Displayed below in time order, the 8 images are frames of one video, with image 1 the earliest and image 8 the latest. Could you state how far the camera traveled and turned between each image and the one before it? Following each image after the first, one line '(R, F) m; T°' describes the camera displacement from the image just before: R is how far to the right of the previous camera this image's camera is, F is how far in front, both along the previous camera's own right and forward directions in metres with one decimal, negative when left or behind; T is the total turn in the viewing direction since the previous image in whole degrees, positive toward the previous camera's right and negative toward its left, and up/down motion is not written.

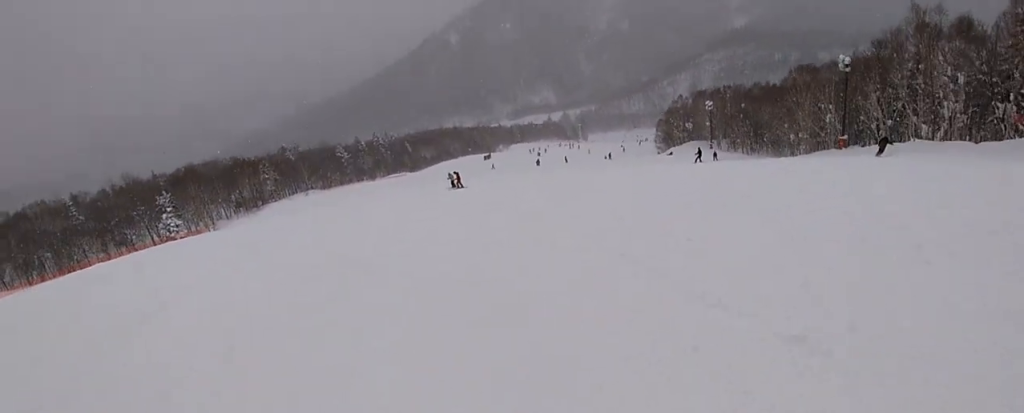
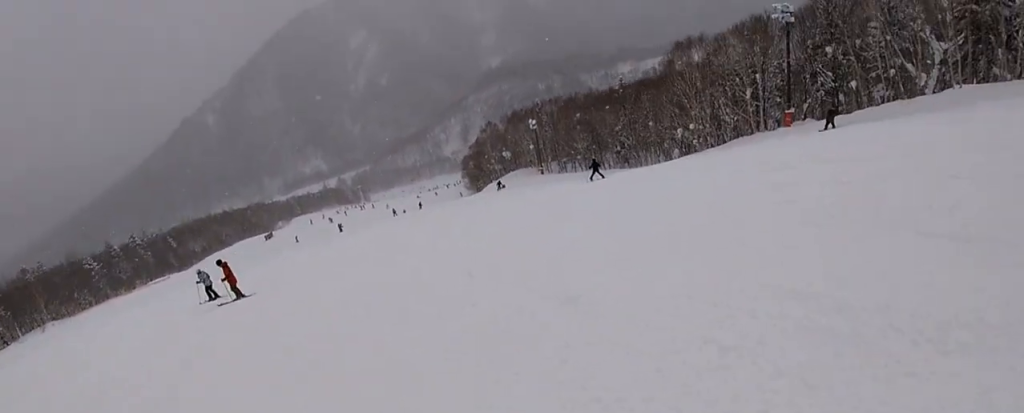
(+4.5, +24.9) m; +15°
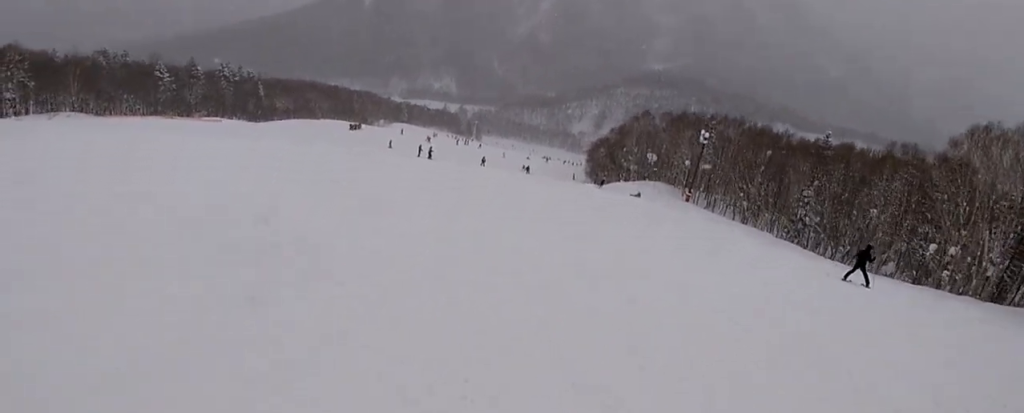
(-1.9, +20.4) m; -17°
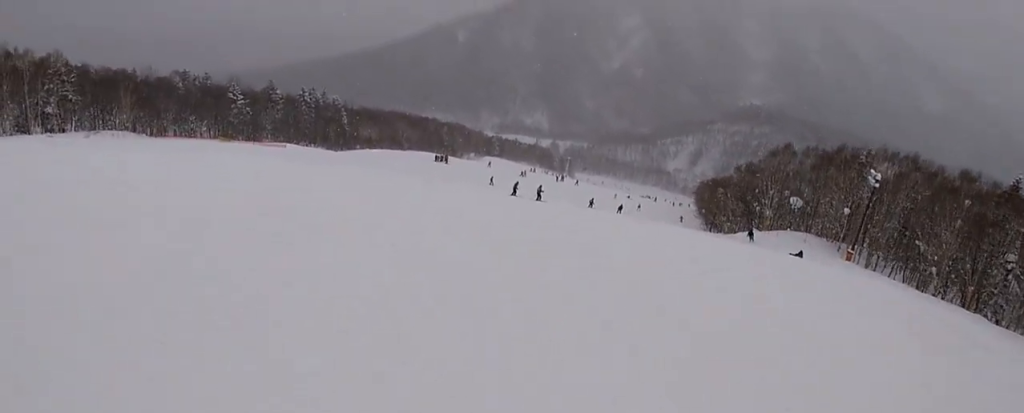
(-1.6, +15.0) m; -9°
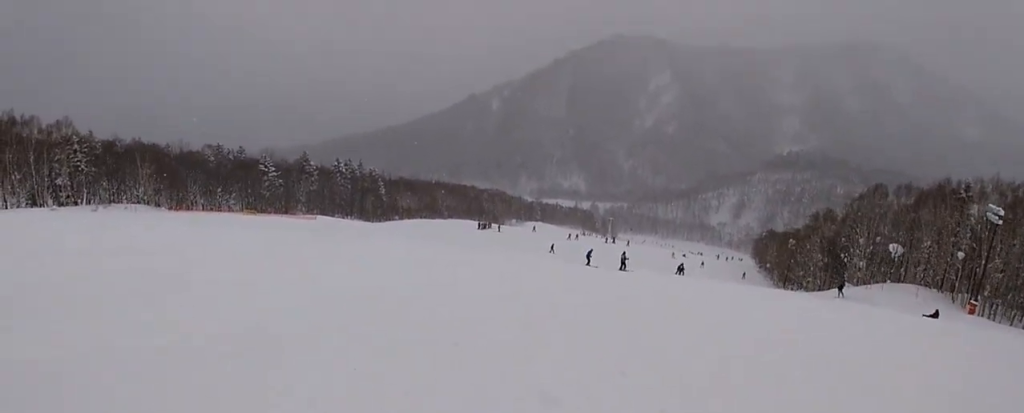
(-0.3, +9.3) m; +3°
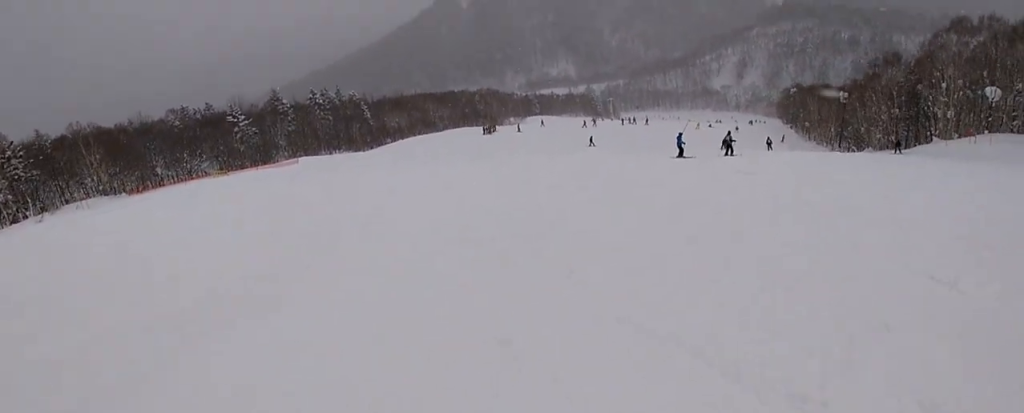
(+0.5, +11.2) m; +10°
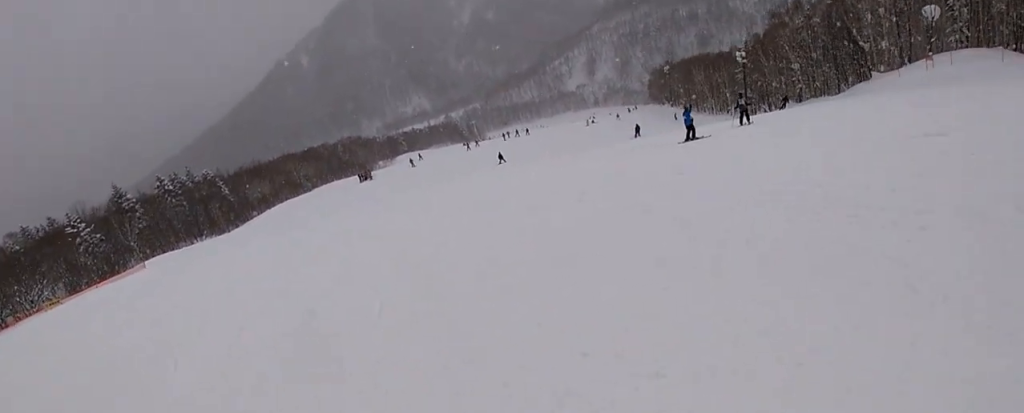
(+1.5, +11.9) m; +14°
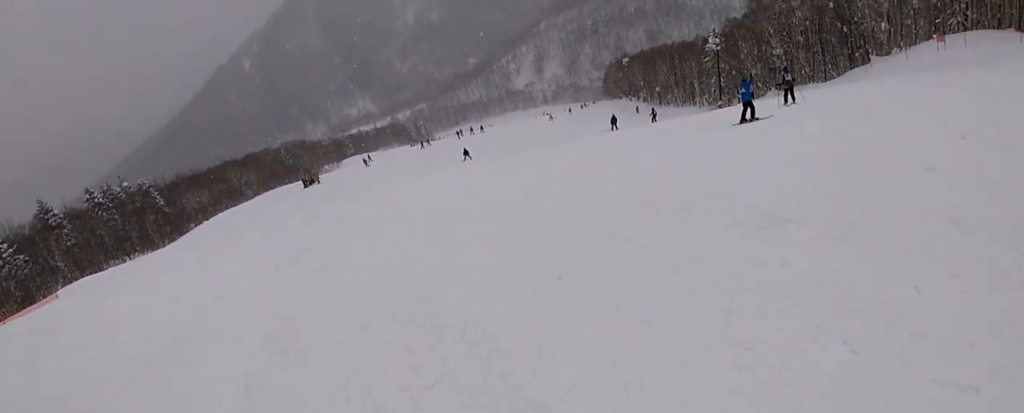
(+0.6, +6.8) m; +6°
